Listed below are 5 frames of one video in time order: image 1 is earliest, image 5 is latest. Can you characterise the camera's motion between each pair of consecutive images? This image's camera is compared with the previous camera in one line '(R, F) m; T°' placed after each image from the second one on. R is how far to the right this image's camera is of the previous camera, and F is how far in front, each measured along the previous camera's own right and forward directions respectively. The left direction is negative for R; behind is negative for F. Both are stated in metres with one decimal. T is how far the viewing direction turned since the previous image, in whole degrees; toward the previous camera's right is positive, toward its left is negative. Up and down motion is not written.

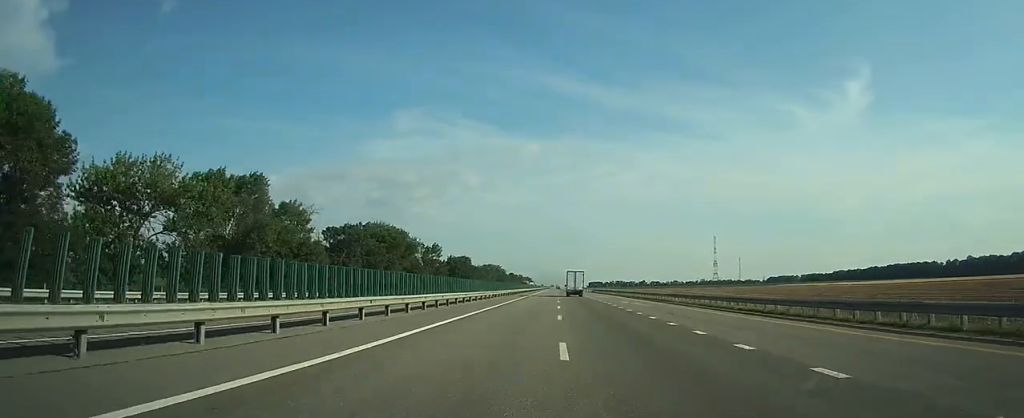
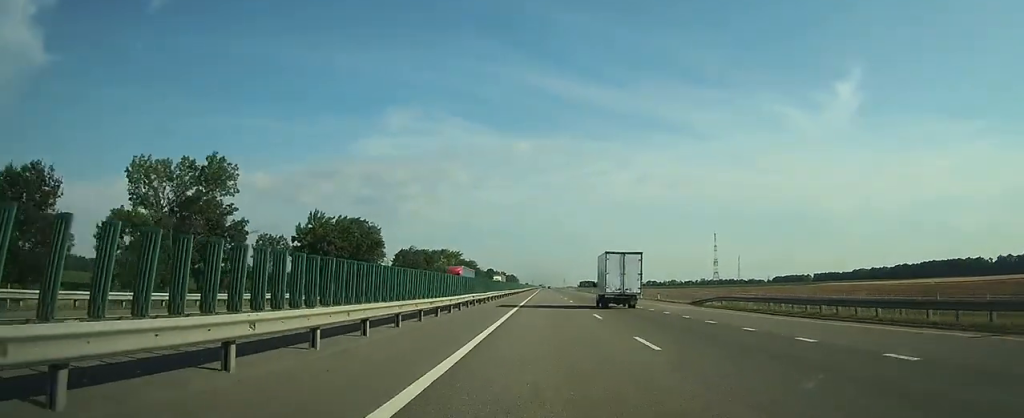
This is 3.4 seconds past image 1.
(+0.2, +106.7) m; +1°
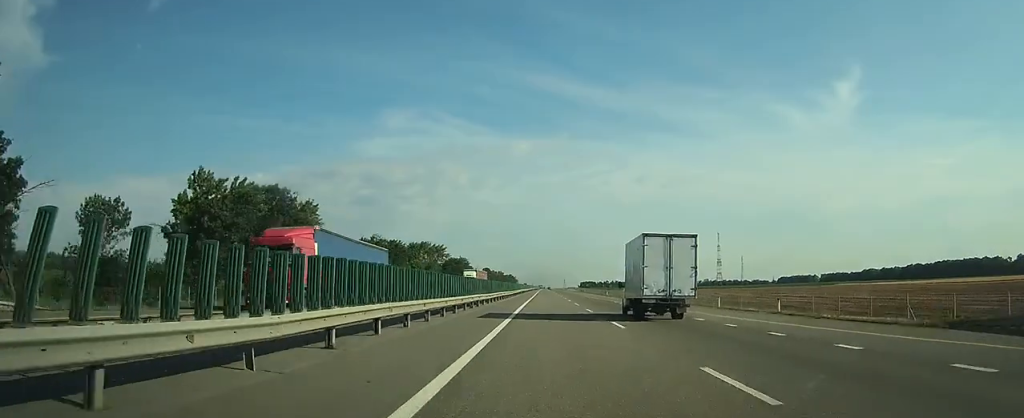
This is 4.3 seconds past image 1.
(+0.2, +29.8) m; +1°
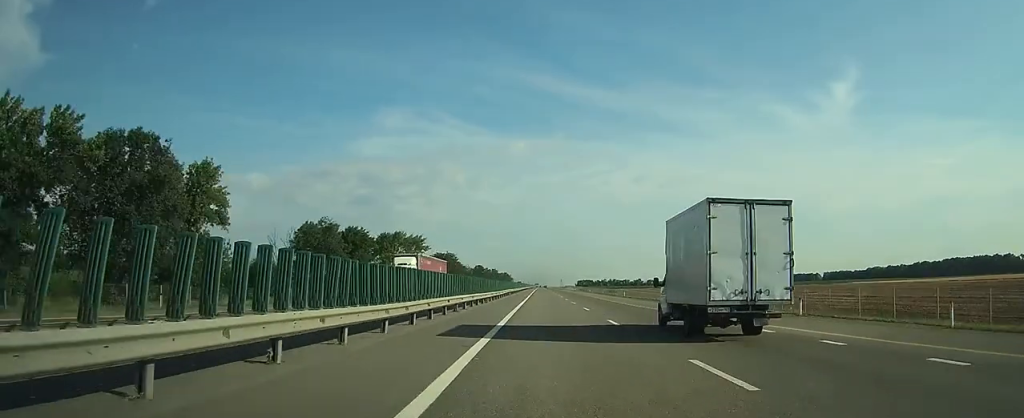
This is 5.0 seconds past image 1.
(+0.1, +23.5) m; 0°
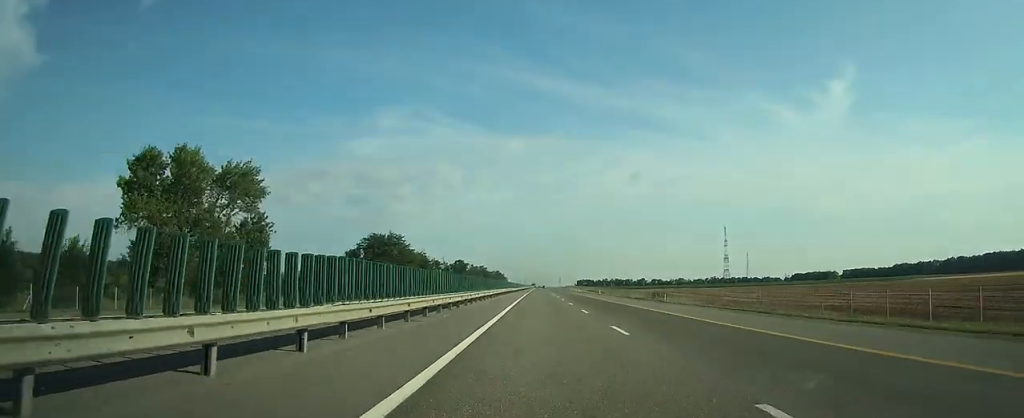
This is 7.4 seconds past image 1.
(+0.1, +76.9) m; 0°
